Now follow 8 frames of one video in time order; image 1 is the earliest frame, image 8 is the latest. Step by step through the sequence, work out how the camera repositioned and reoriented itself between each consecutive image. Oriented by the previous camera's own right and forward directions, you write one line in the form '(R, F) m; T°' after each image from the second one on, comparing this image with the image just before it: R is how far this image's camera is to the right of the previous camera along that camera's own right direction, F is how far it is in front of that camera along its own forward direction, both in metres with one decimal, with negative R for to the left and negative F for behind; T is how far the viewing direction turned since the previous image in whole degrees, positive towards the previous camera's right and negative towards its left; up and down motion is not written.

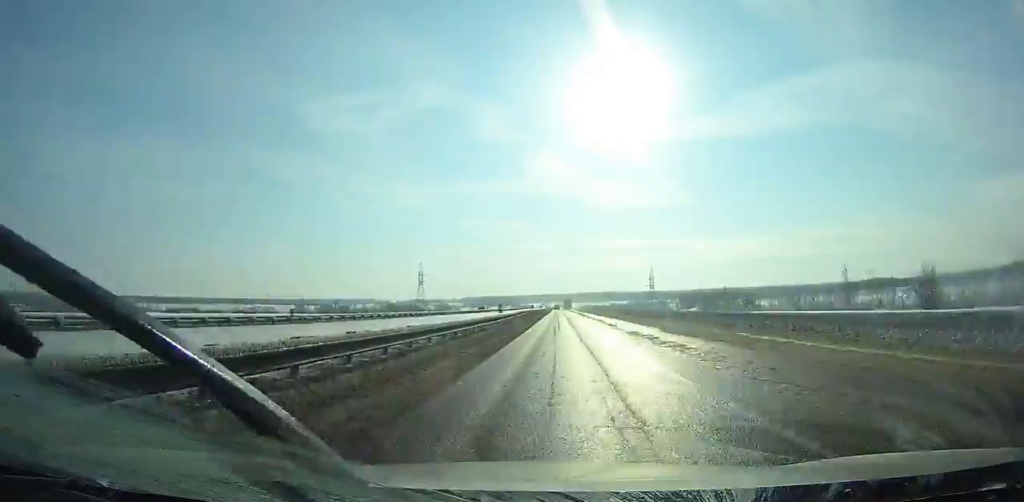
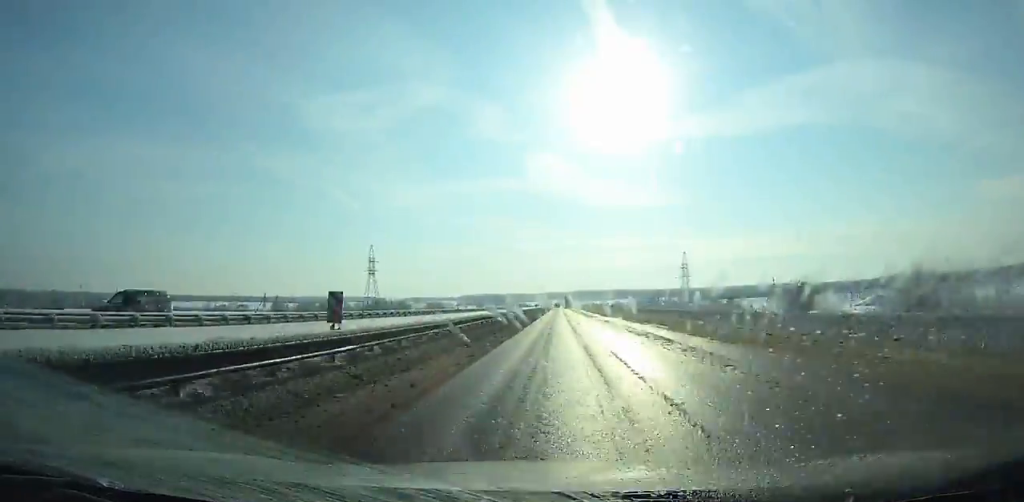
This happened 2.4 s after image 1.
(-0.2, +68.4) m; 0°
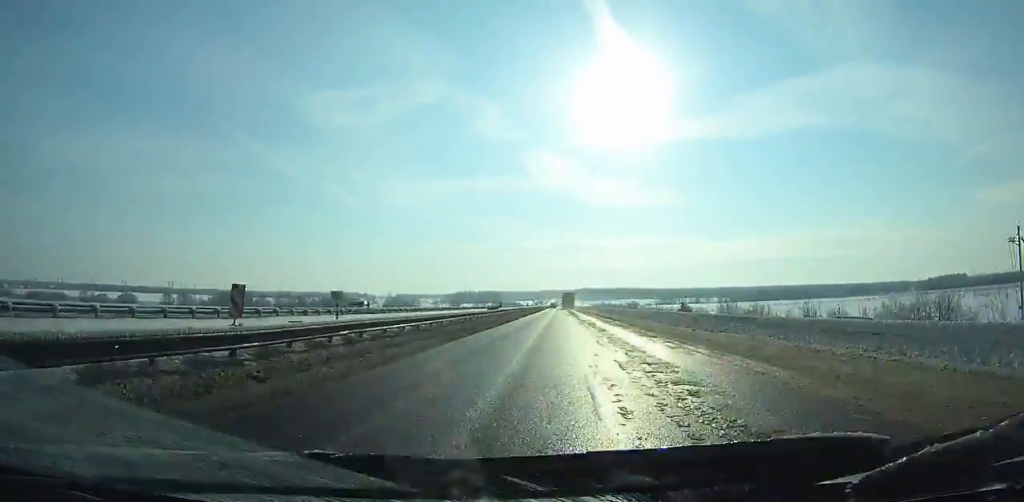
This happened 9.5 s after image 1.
(+0.1, +201.2) m; 0°
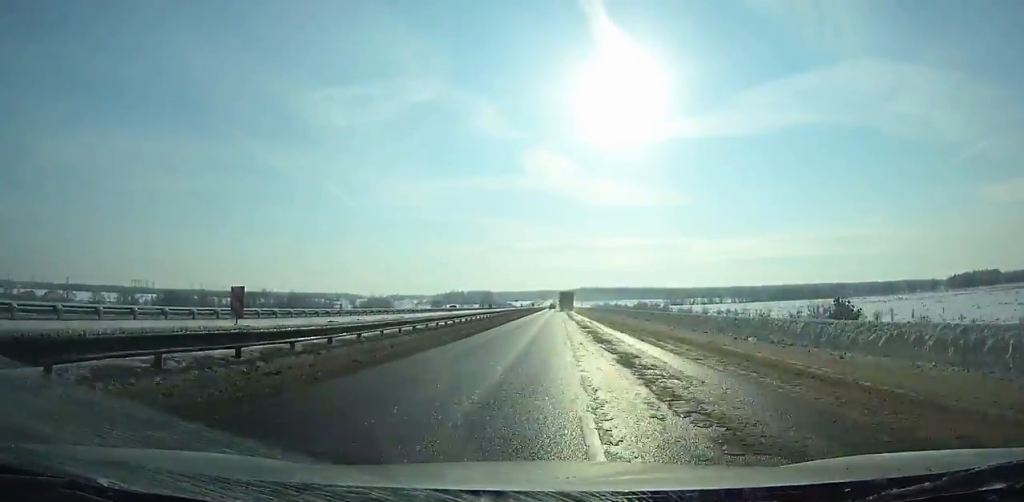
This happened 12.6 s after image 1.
(-0.2, +83.9) m; 0°
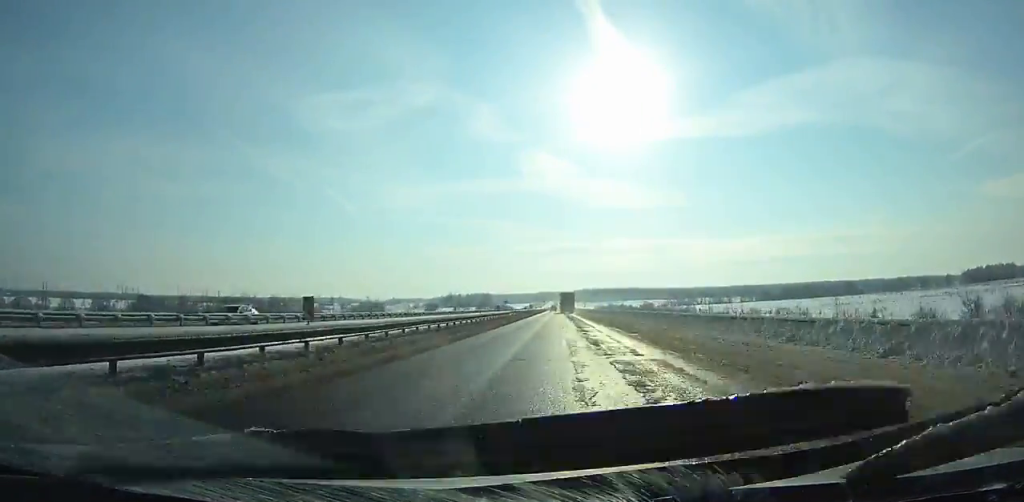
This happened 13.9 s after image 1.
(0.0, +34.5) m; 0°
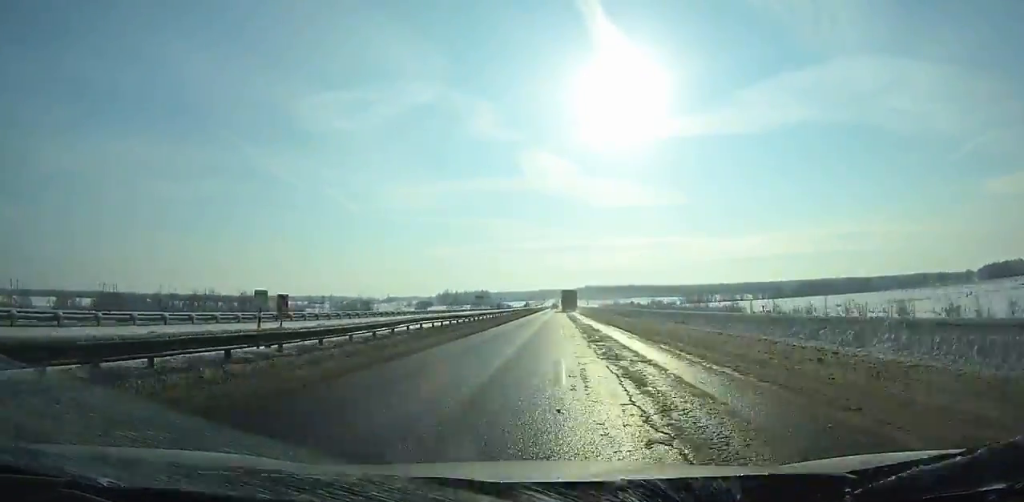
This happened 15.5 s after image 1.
(0.0, +41.8) m; 0°
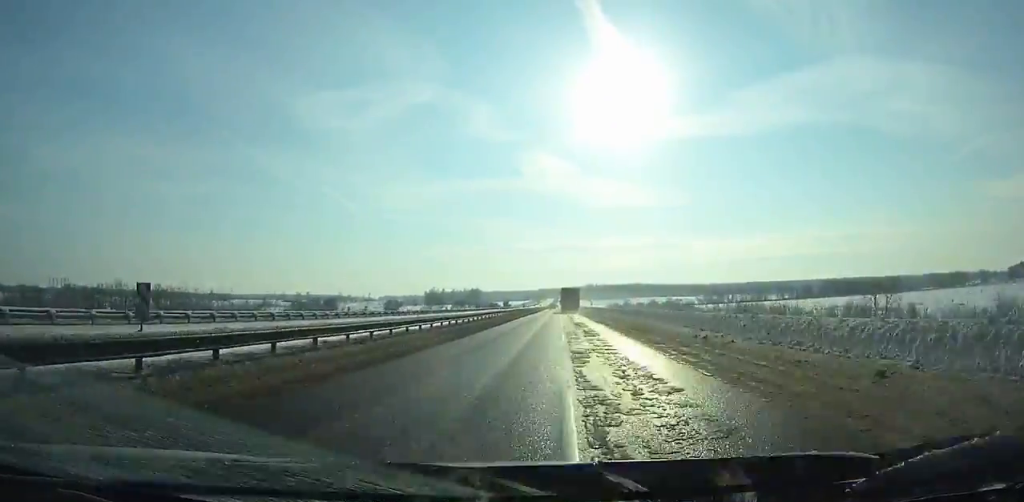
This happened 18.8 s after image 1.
(+0.3, +85.0) m; 0°
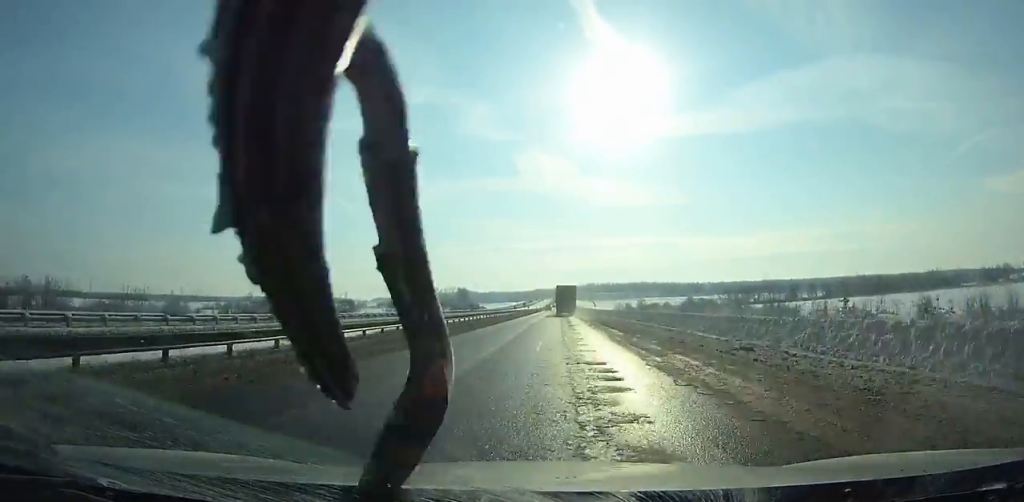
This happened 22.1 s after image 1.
(-0.1, +84.0) m; -1°
